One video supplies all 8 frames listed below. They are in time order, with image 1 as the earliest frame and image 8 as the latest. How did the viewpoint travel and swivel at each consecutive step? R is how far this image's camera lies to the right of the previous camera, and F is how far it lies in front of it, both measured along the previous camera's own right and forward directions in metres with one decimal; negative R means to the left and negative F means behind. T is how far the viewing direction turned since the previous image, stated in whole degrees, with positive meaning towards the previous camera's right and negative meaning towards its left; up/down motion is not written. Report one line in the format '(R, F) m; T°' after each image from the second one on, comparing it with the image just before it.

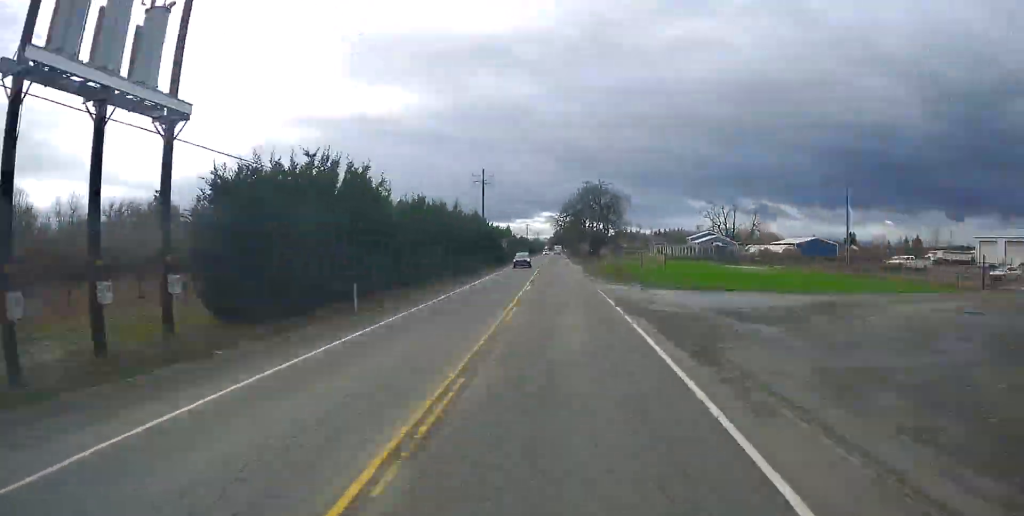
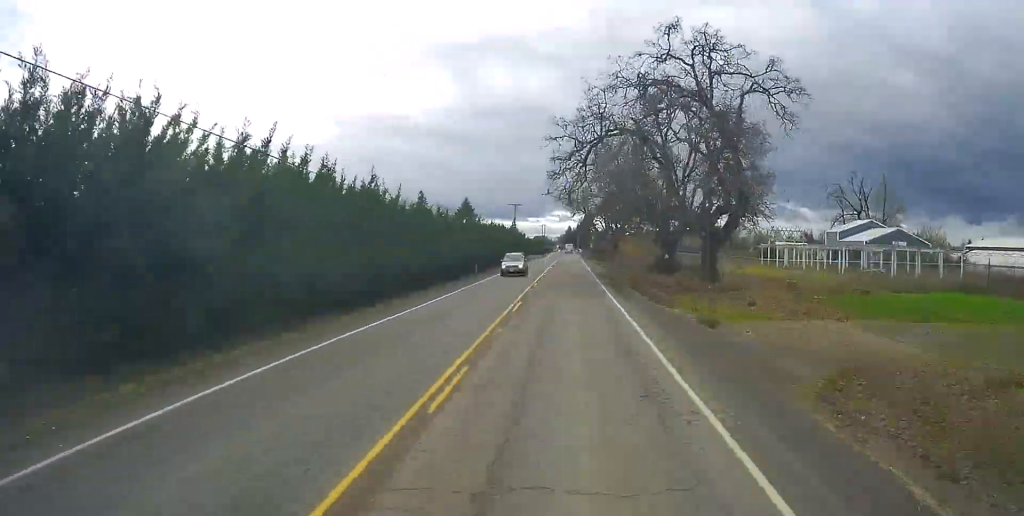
(-5.7, +83.7) m; -4°
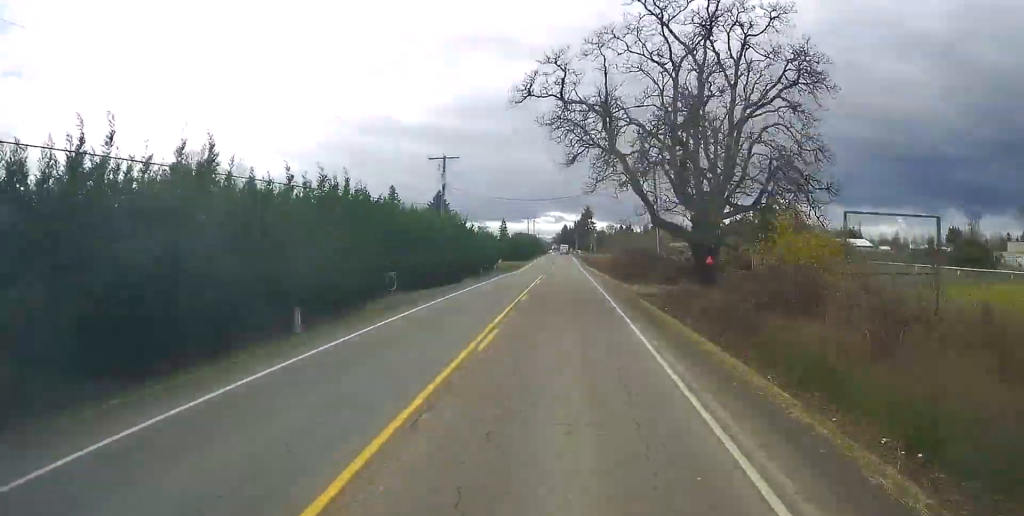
(-0.9, +56.4) m; -1°
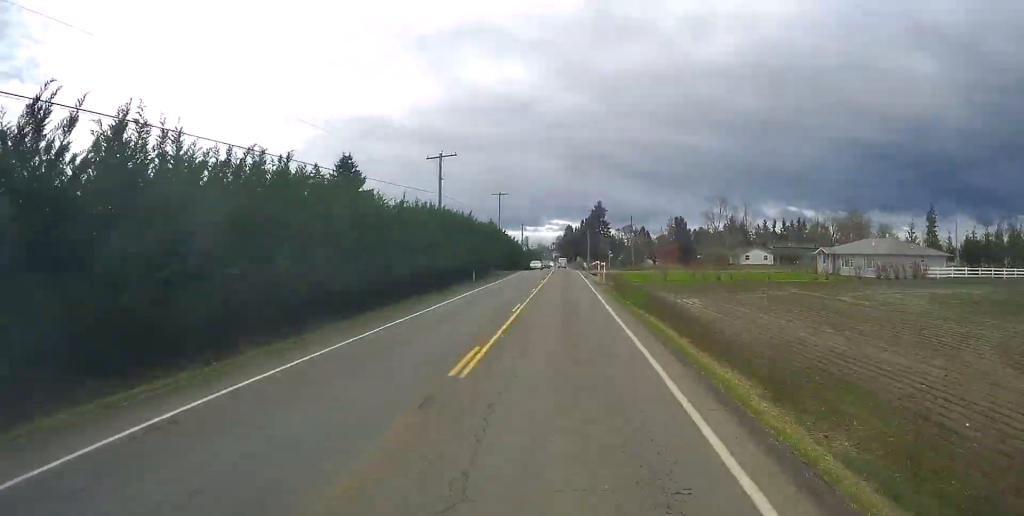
(-0.6, +109.5) m; 0°
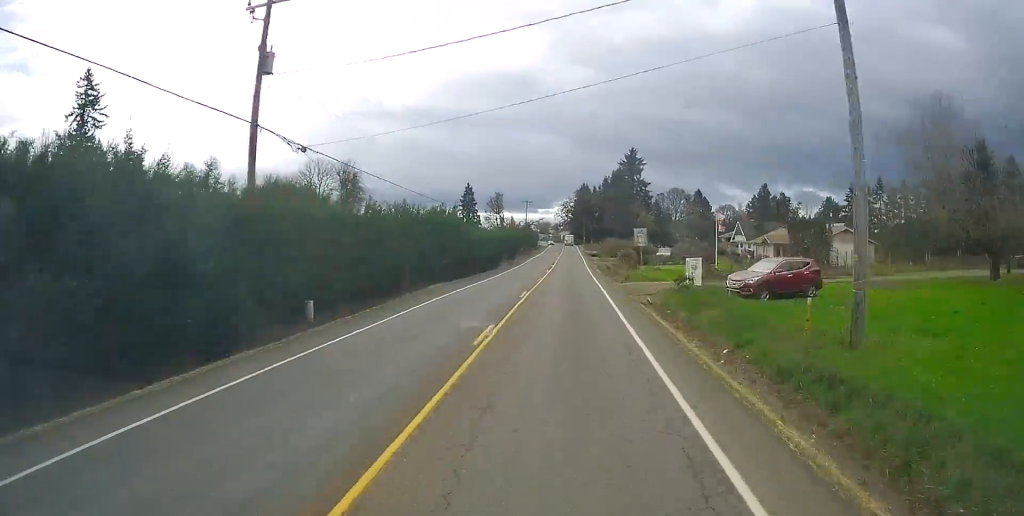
(+0.1, +134.0) m; 0°
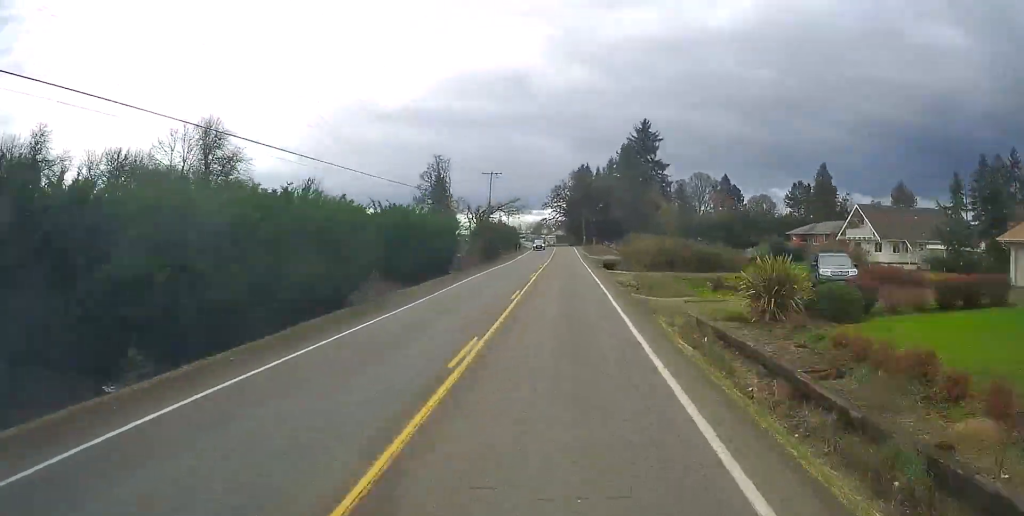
(-0.1, +52.2) m; 0°
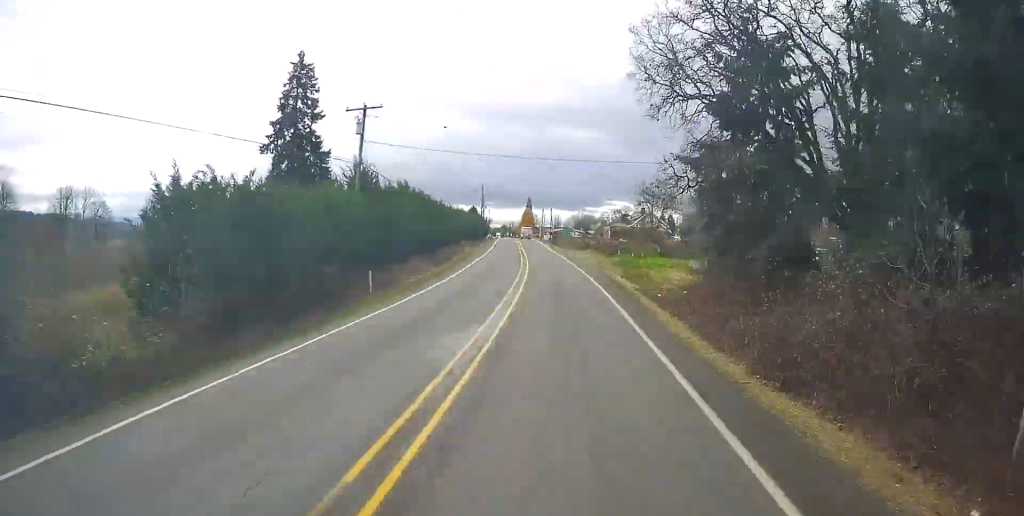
(-2.6, +149.0) m; -4°
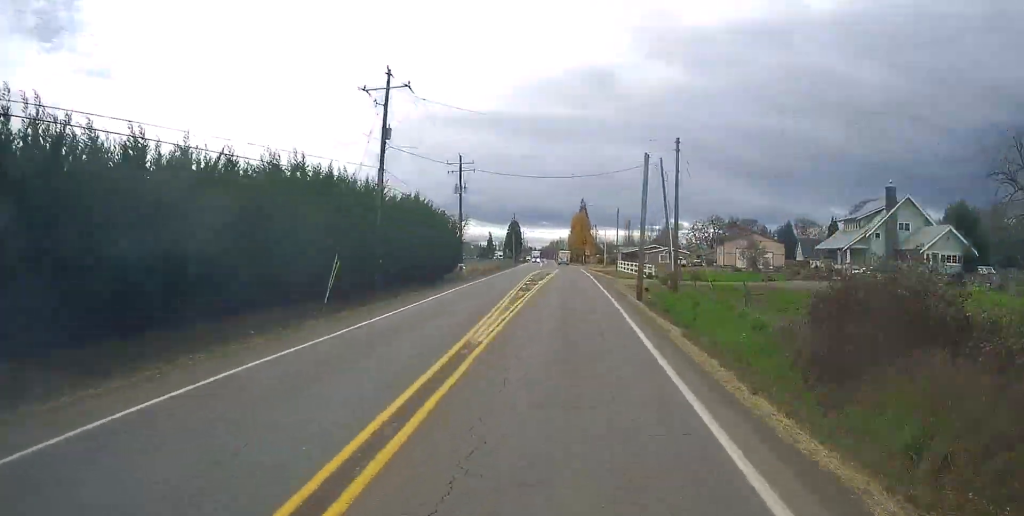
(-6.2, +109.2) m; -5°
